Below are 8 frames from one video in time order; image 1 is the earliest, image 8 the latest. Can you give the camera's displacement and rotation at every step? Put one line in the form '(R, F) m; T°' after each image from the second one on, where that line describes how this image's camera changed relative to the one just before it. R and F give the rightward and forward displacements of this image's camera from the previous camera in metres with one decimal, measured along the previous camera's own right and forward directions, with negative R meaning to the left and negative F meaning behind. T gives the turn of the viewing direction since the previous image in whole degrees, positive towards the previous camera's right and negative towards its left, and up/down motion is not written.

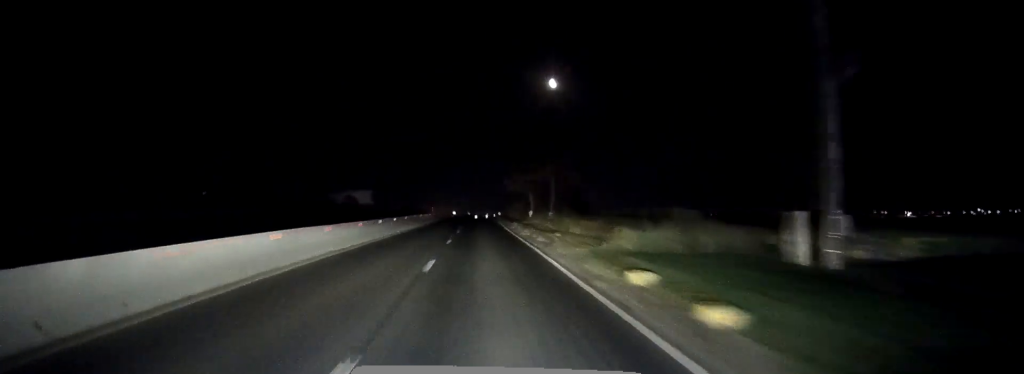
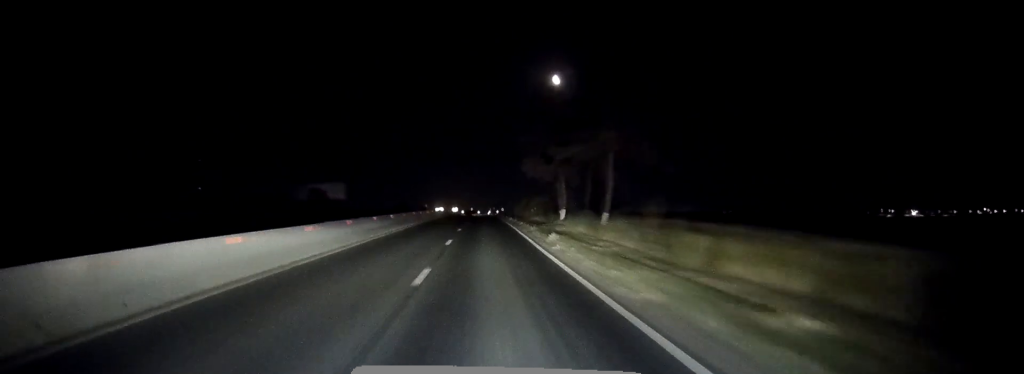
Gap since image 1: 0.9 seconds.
(-0.1, +26.9) m; 0°
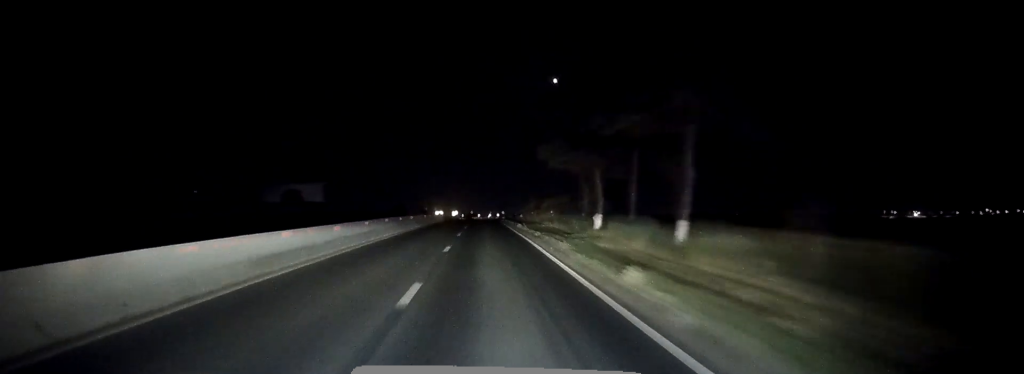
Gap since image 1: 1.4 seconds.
(0.0, +14.4) m; 0°
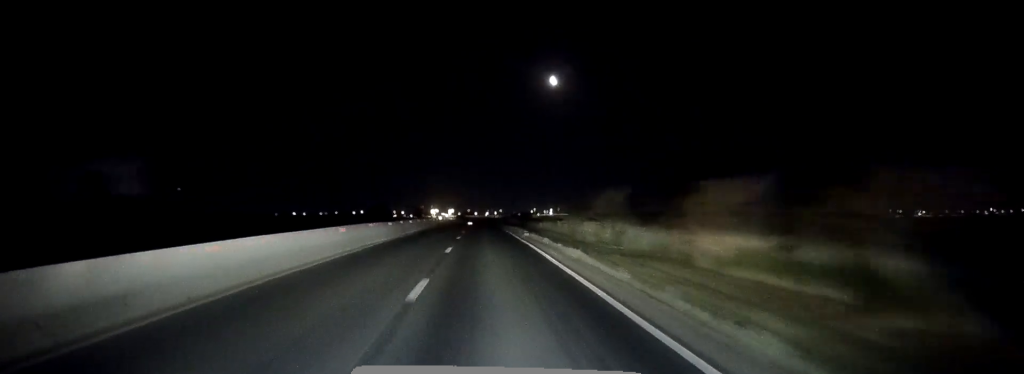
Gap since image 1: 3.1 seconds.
(-0.2, +47.2) m; 0°
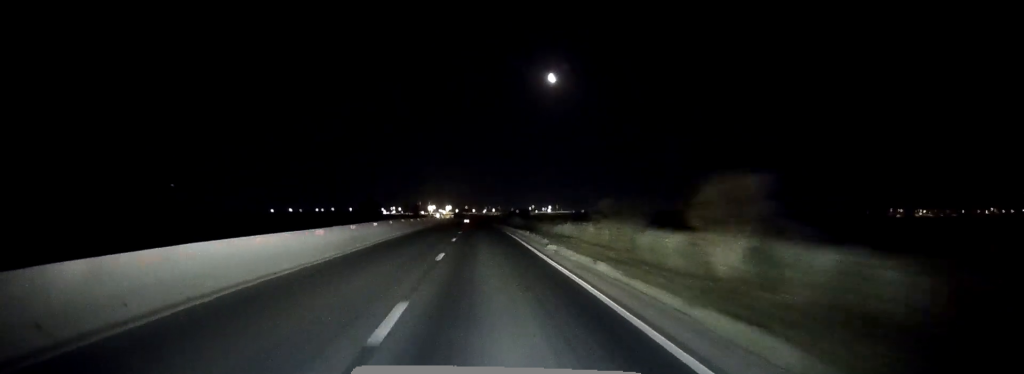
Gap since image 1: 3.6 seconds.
(+0.1, +15.5) m; 0°
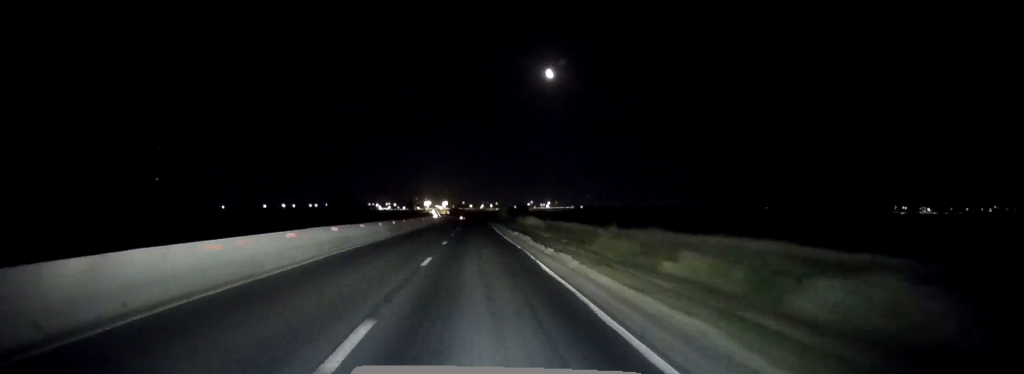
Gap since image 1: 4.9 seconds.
(+0.2, +37.8) m; 0°
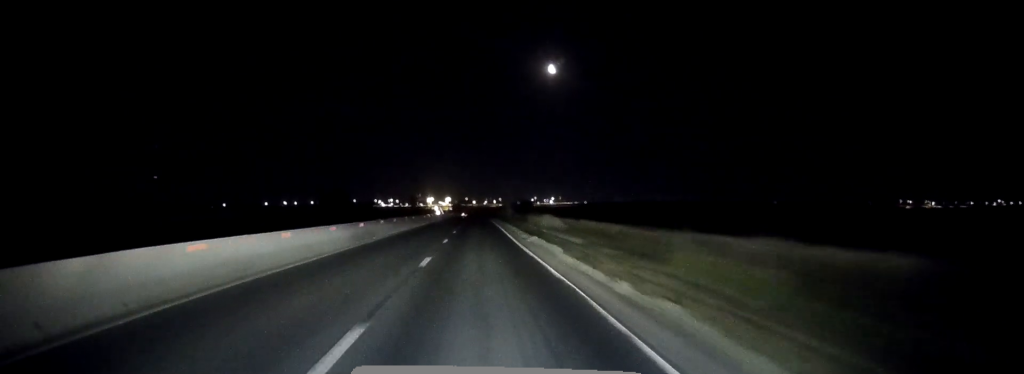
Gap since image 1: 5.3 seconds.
(0.0, +12.6) m; 0°
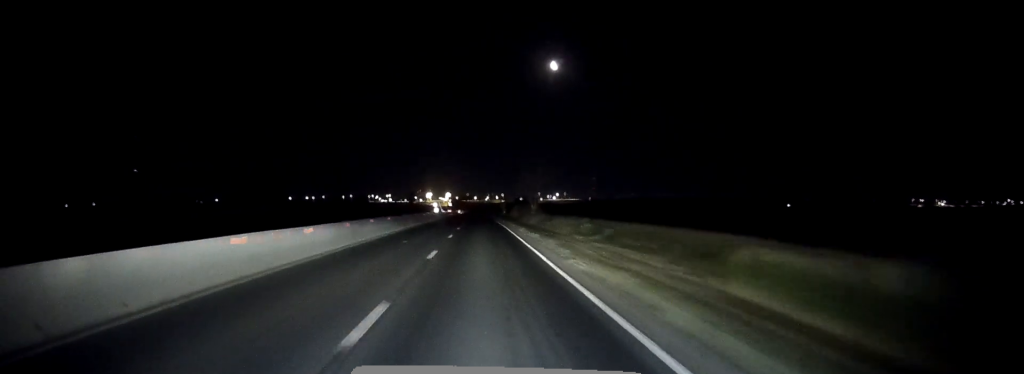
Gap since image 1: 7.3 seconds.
(-0.3, +58.2) m; 0°
